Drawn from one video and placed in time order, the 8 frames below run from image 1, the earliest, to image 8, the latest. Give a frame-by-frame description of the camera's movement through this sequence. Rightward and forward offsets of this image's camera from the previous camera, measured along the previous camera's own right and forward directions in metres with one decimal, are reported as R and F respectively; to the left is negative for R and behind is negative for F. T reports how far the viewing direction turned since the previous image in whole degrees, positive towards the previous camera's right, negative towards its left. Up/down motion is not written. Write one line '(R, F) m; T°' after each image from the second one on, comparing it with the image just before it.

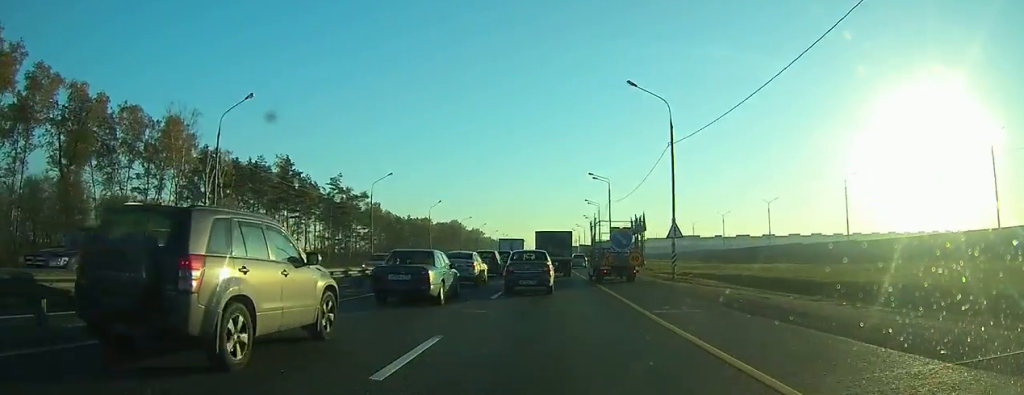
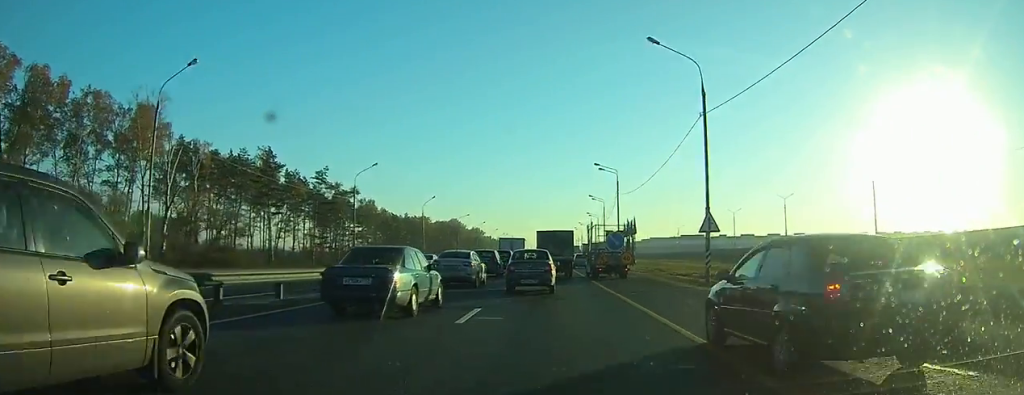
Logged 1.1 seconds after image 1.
(0.0, +7.2) m; -1°
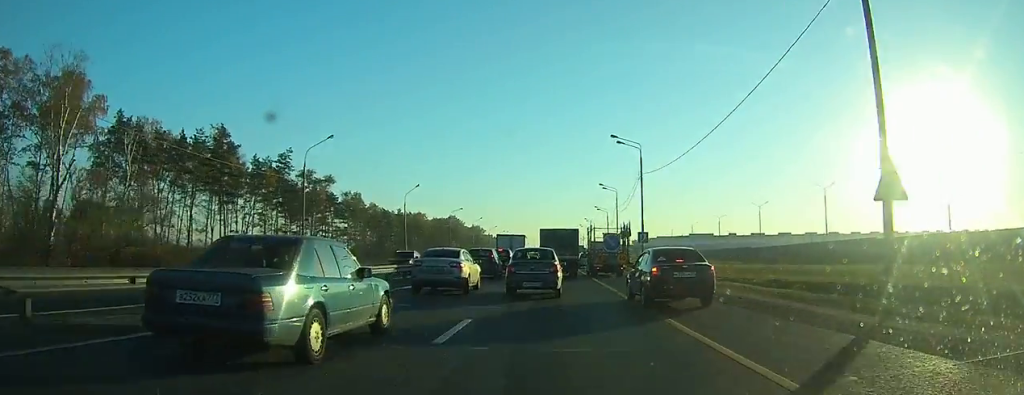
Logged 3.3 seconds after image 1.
(-0.2, +13.7) m; -1°
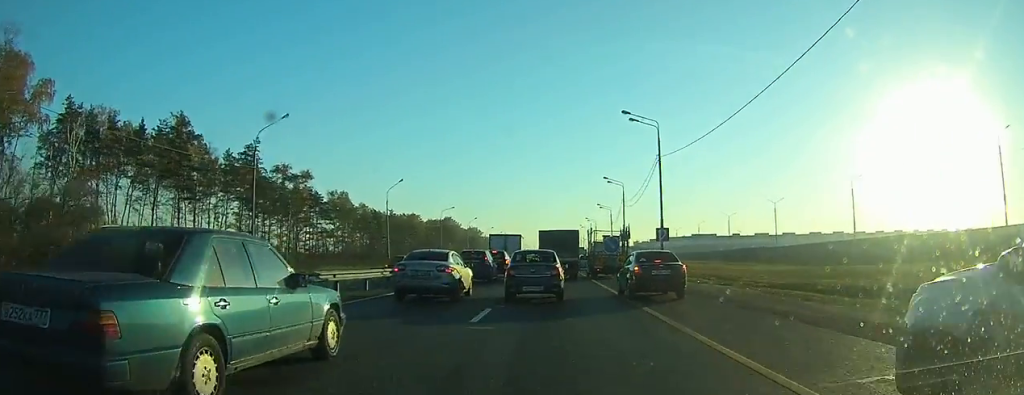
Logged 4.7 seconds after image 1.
(0.0, +9.0) m; 0°
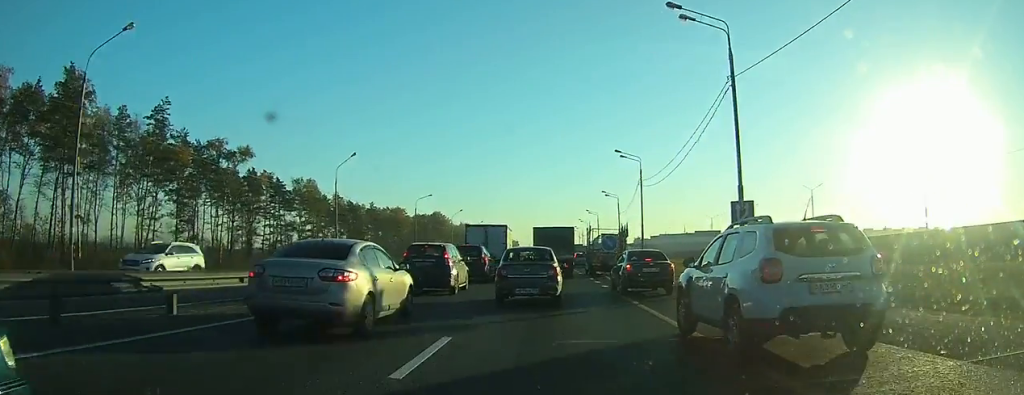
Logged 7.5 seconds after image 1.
(+0.3, +18.0) m; +1°
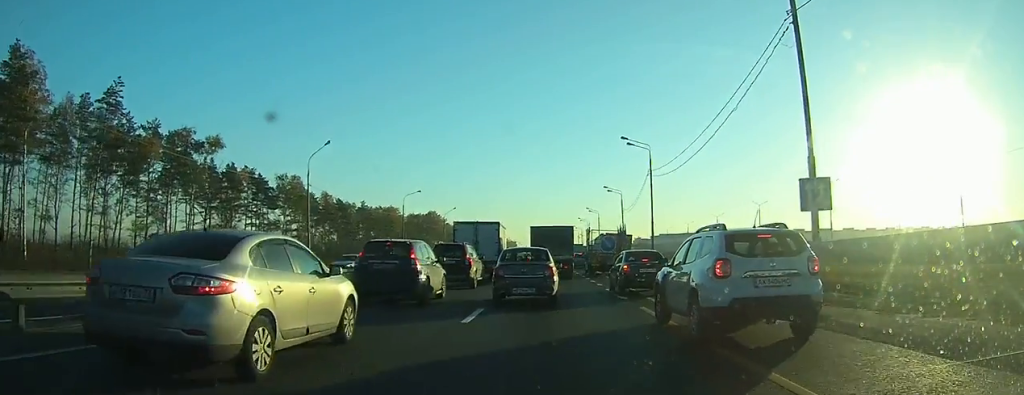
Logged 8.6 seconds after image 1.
(0.0, +7.1) m; 0°
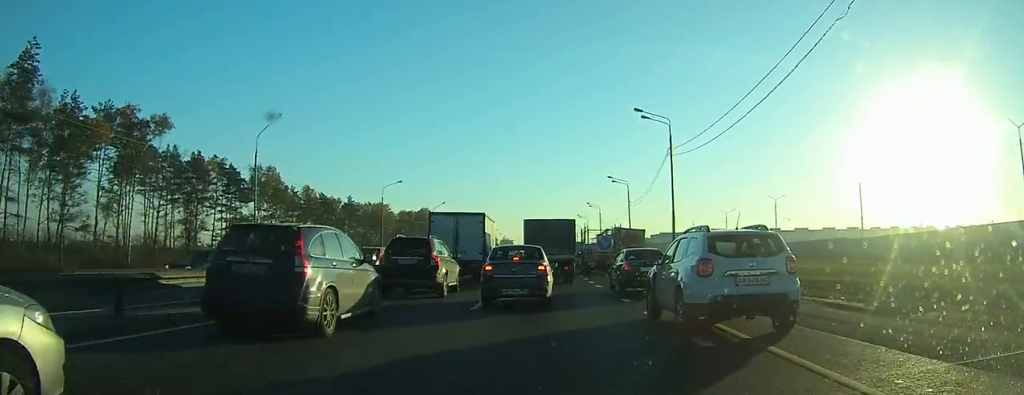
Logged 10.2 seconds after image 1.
(0.0, +9.3) m; +1°
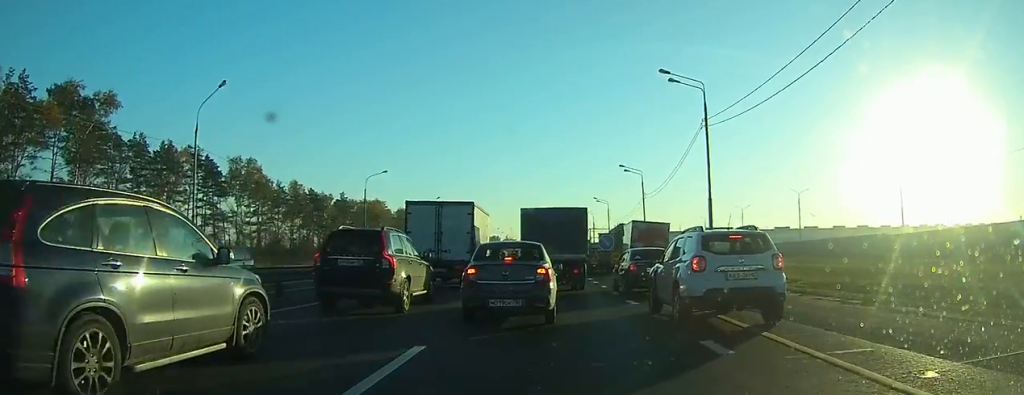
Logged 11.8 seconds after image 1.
(+0.1, +7.5) m; +1°
